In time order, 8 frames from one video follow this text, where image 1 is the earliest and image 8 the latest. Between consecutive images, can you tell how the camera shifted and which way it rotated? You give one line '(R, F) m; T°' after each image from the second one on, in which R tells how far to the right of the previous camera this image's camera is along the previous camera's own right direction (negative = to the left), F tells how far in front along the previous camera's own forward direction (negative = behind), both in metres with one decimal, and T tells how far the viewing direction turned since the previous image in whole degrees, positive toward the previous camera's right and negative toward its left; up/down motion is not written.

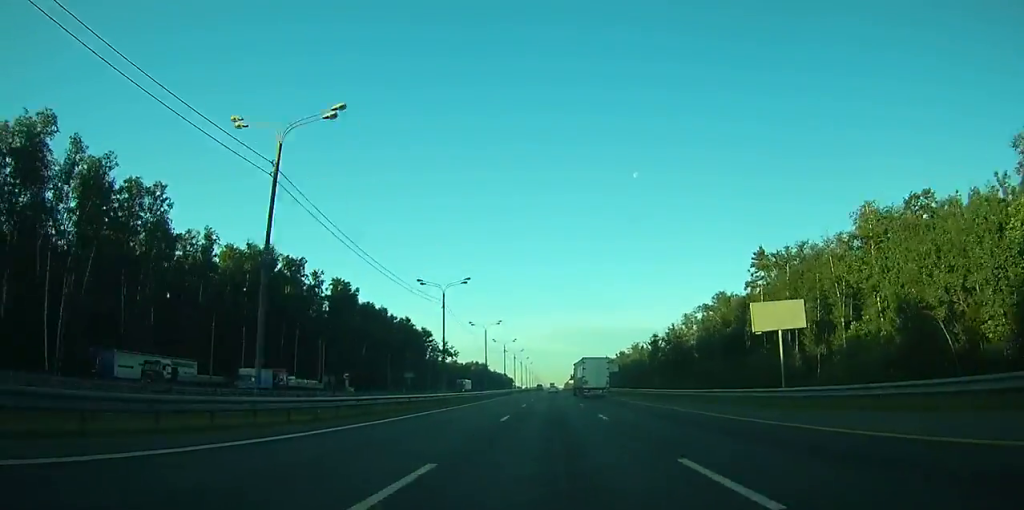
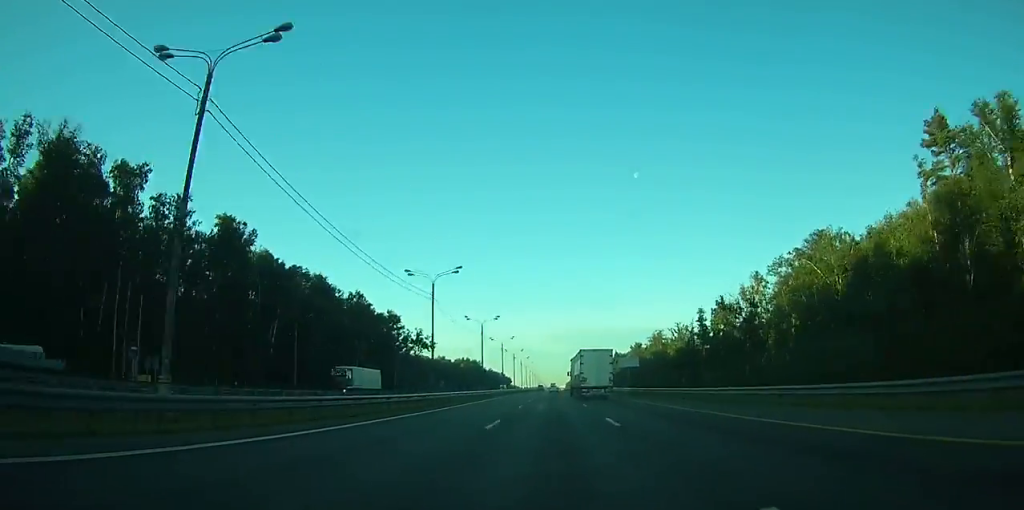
(+0.1, +48.6) m; 0°
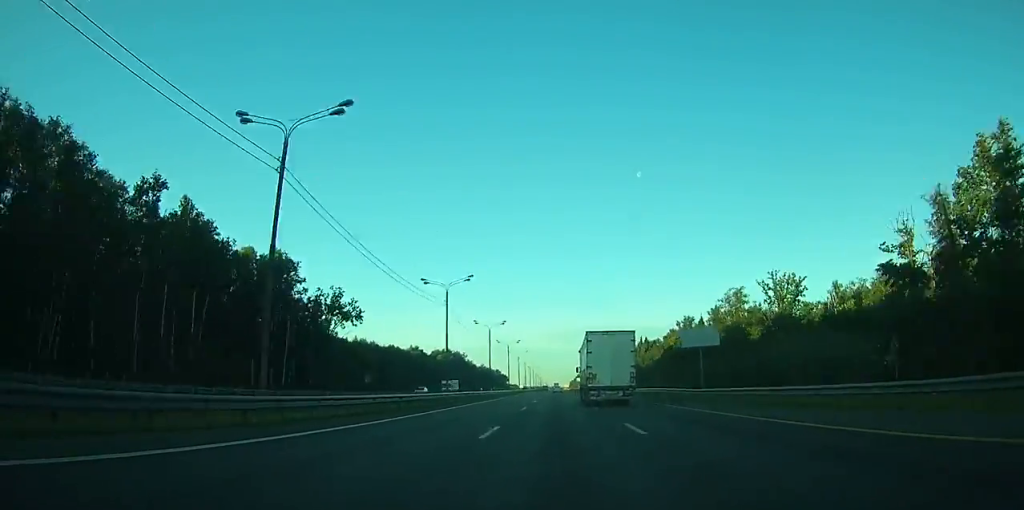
(-0.1, +81.0) m; 0°
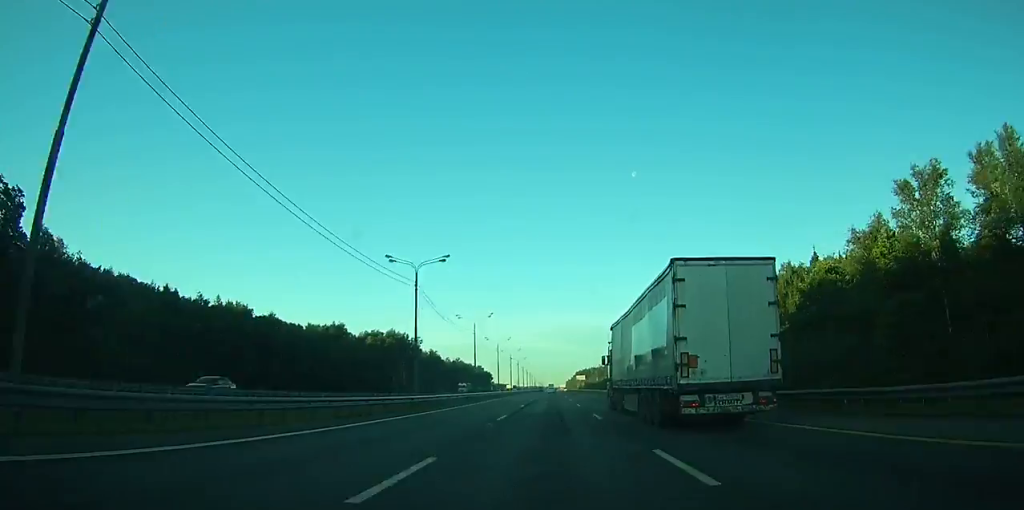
(+0.1, +100.7) m; 0°
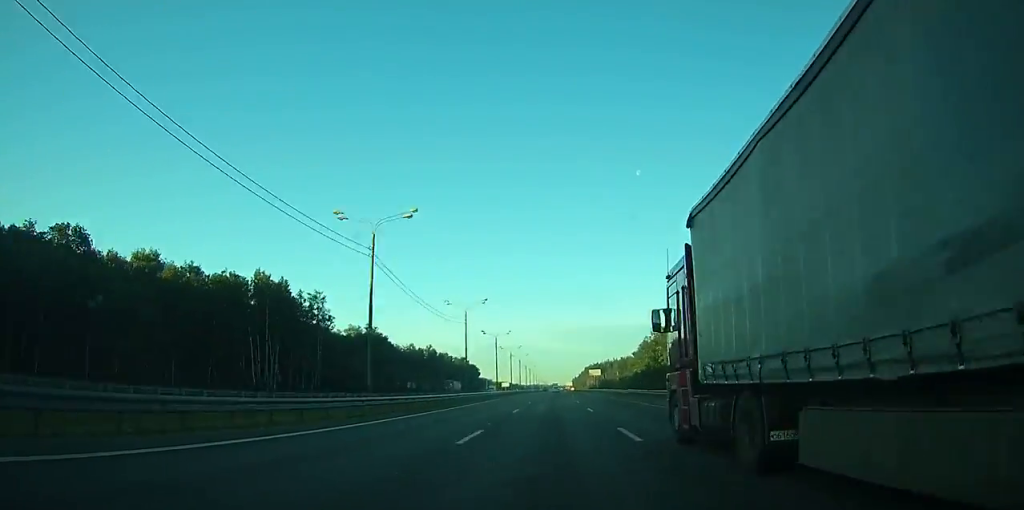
(+0.1, +104.6) m; 0°
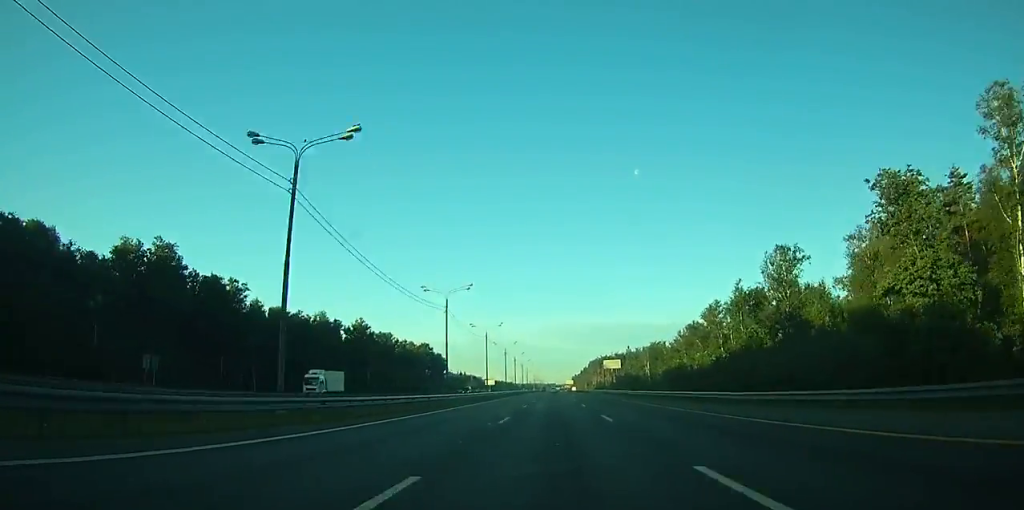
(-0.1, +109.9) m; 0°
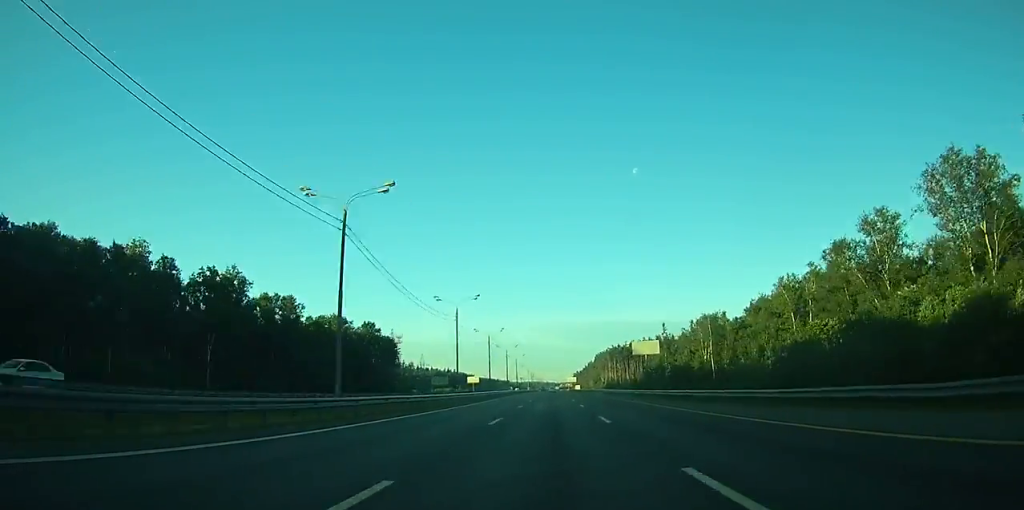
(+0.2, +84.3) m; 0°
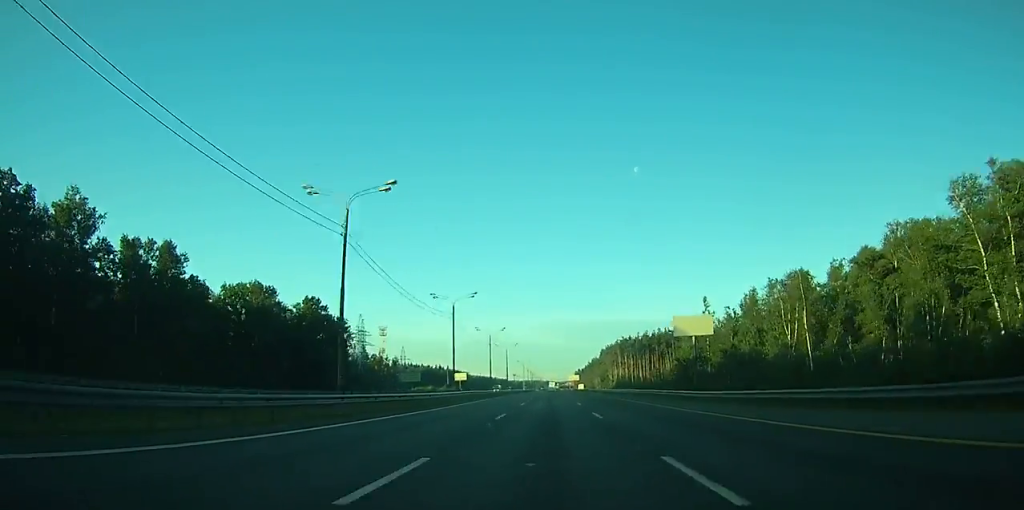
(0.0, +47.7) m; 0°
